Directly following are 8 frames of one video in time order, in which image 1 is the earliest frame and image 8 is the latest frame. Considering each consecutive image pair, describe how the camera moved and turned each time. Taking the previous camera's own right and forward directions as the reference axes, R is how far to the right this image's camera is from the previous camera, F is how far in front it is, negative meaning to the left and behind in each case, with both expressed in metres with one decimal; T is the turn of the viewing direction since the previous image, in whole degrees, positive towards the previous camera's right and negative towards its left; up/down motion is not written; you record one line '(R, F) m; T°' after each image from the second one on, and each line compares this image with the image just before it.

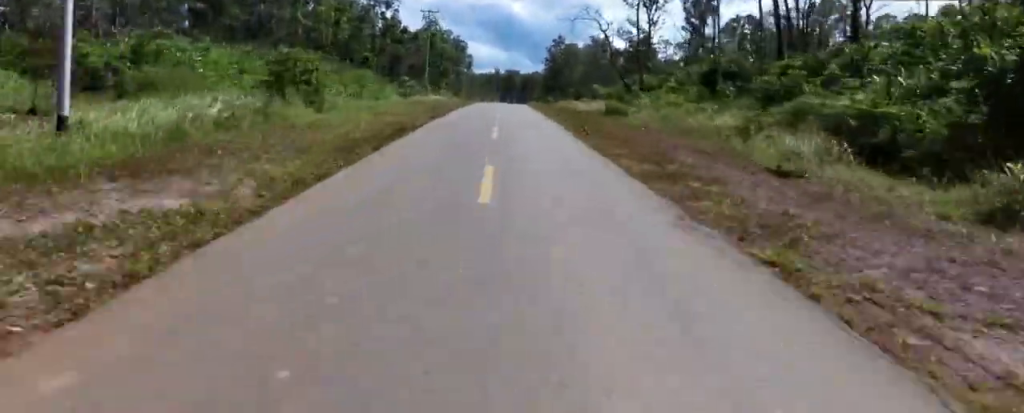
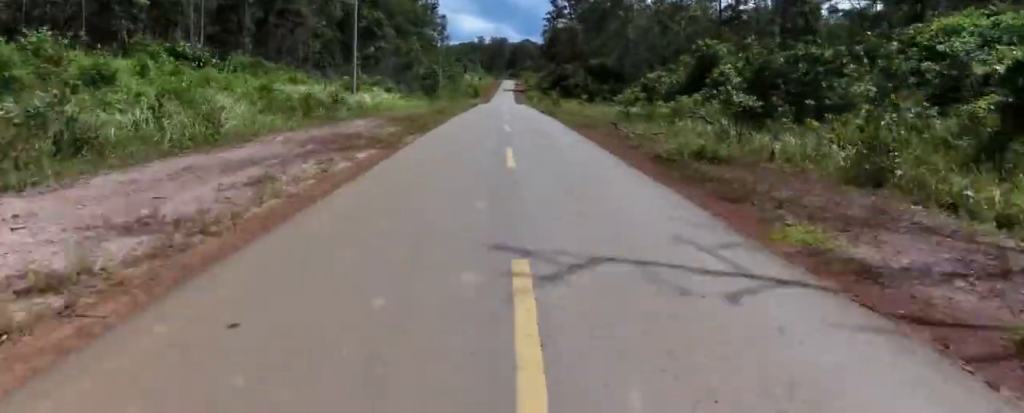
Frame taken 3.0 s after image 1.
(-2.7, +77.2) m; 0°
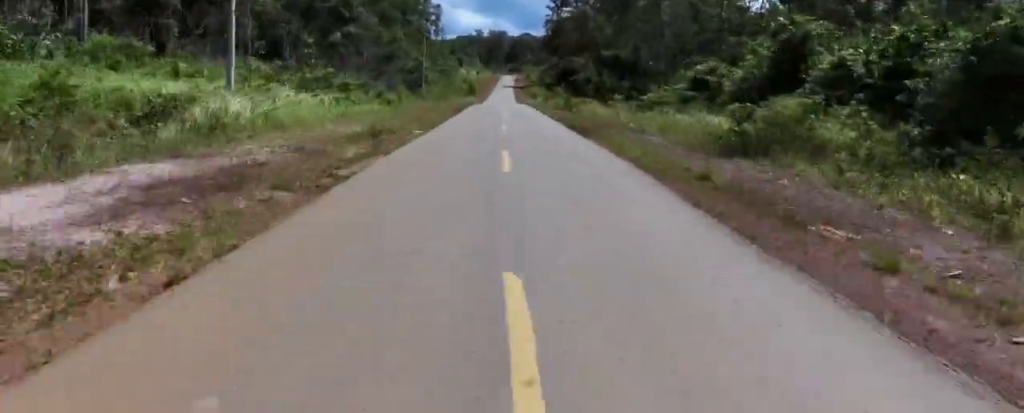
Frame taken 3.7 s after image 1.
(+0.1, +16.4) m; 0°
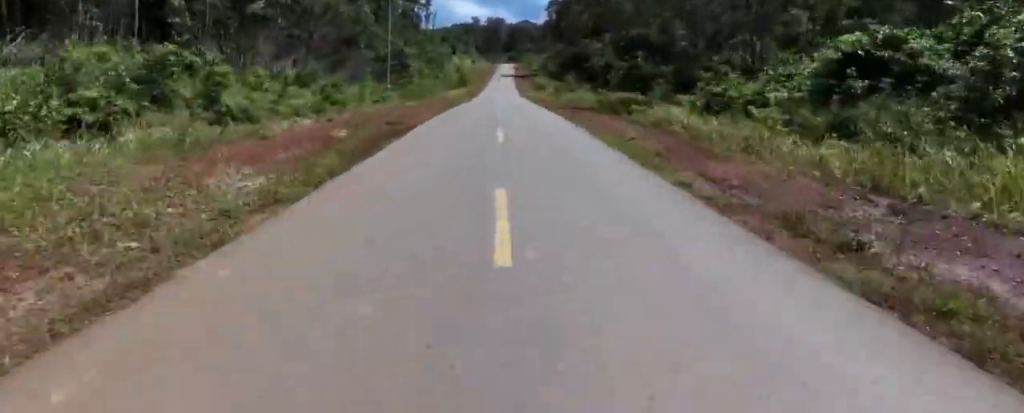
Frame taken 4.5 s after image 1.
(-0.1, +21.1) m; -1°
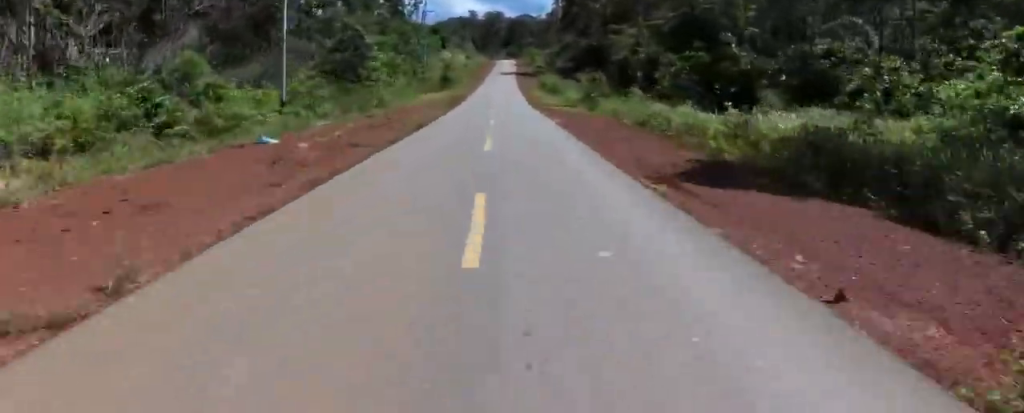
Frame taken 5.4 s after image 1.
(-0.2, +24.5) m; 0°
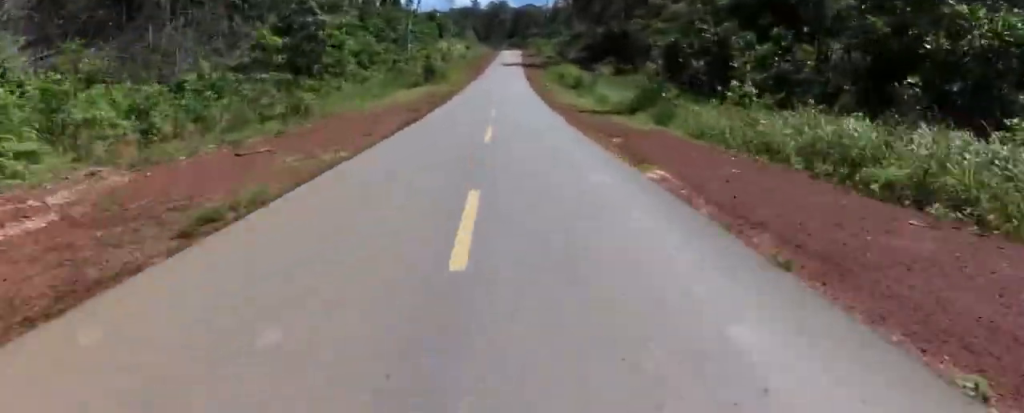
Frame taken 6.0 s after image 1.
(+0.2, +15.9) m; 0°
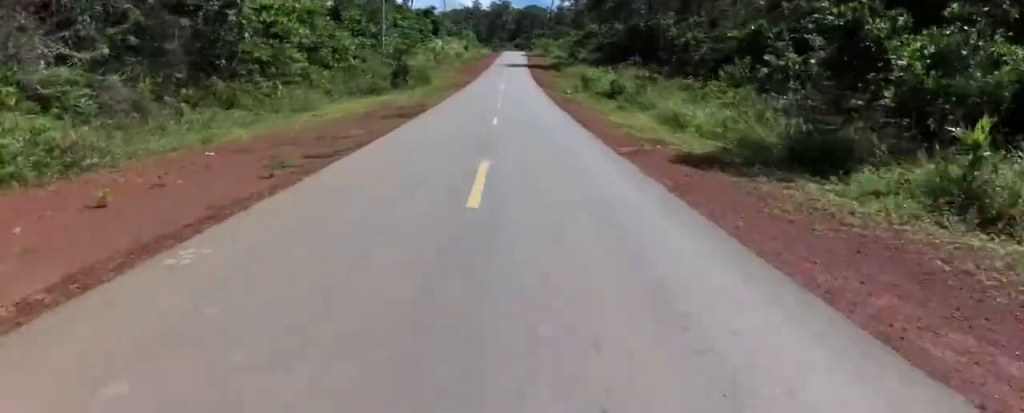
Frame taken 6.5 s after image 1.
(0.0, +14.9) m; +1°
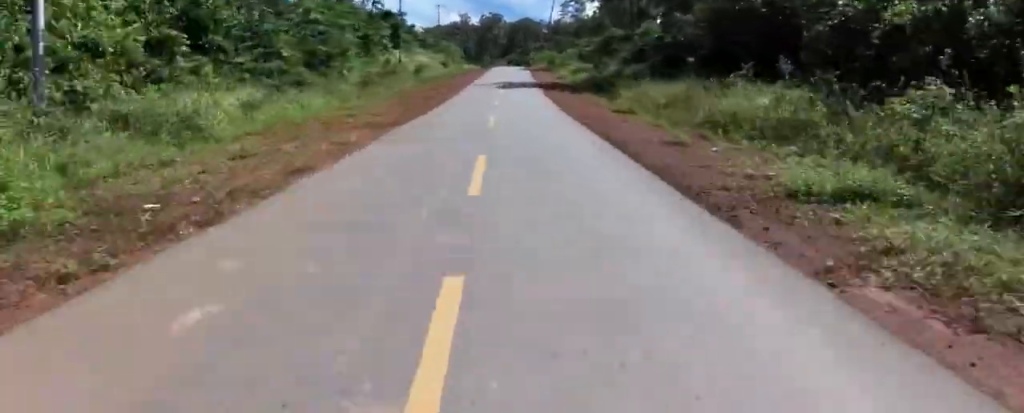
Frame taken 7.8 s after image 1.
(+0.7, +35.2) m; +1°
